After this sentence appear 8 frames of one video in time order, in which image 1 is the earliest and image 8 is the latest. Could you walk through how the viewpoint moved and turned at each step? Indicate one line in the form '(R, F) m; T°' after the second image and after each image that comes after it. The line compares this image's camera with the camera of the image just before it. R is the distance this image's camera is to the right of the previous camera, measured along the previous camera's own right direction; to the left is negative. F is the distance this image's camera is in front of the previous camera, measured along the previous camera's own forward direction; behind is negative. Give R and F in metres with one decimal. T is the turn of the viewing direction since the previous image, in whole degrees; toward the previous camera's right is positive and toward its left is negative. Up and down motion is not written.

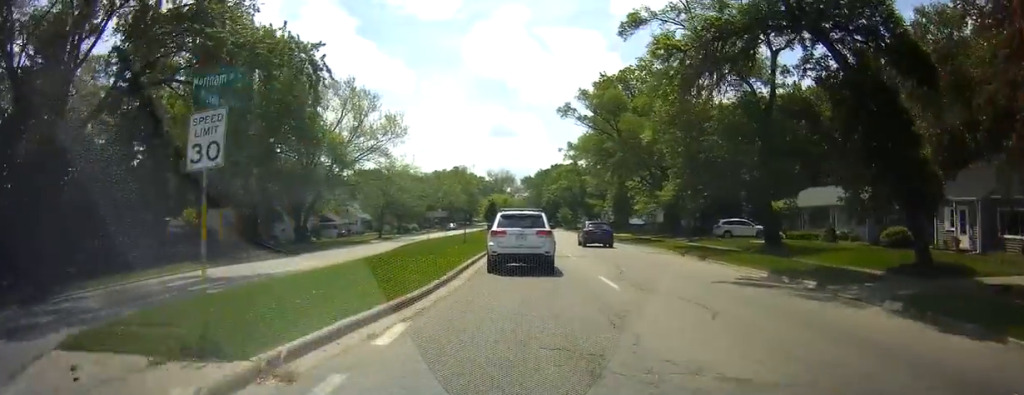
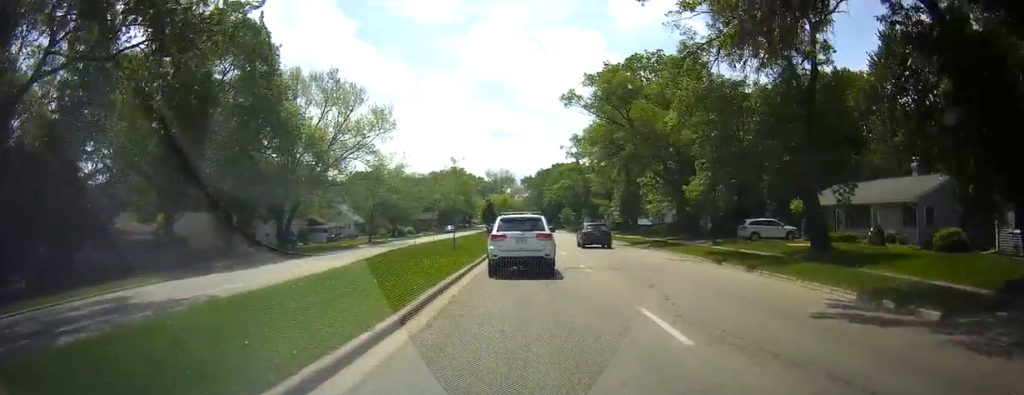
(0.0, +6.2) m; 0°
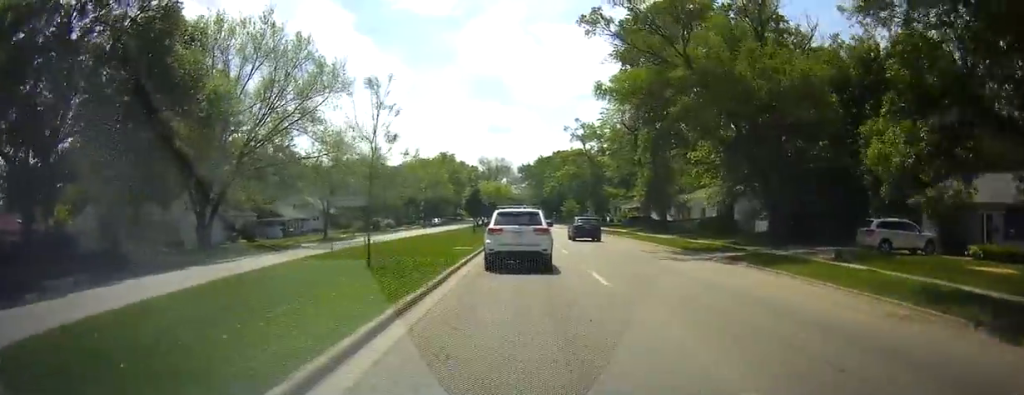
(0.0, +18.2) m; 0°
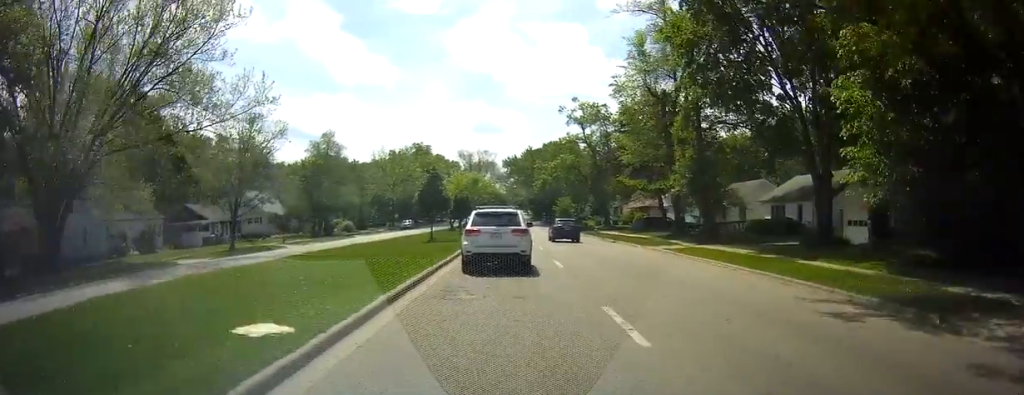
(0.0, +19.9) m; 0°
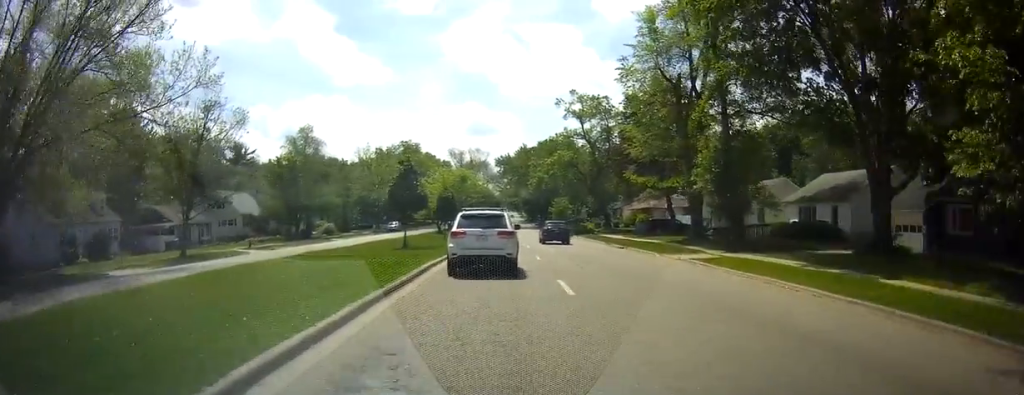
(0.0, +6.8) m; 0°
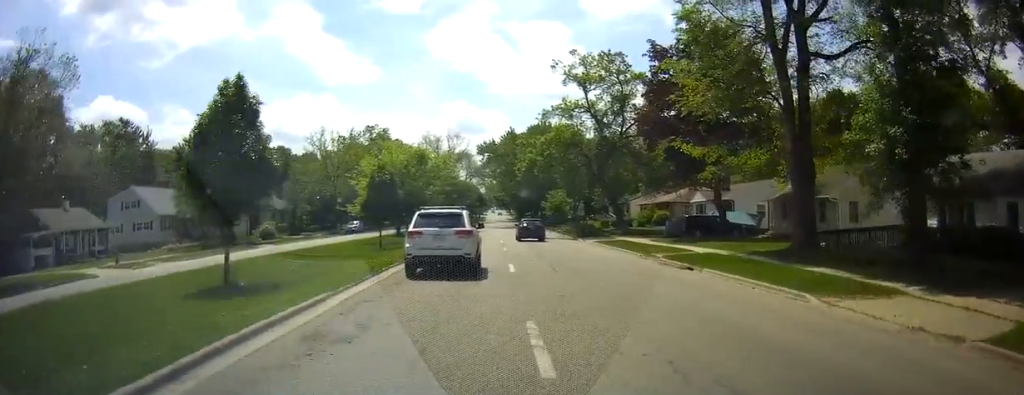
(+0.3, +19.0) m; +2°
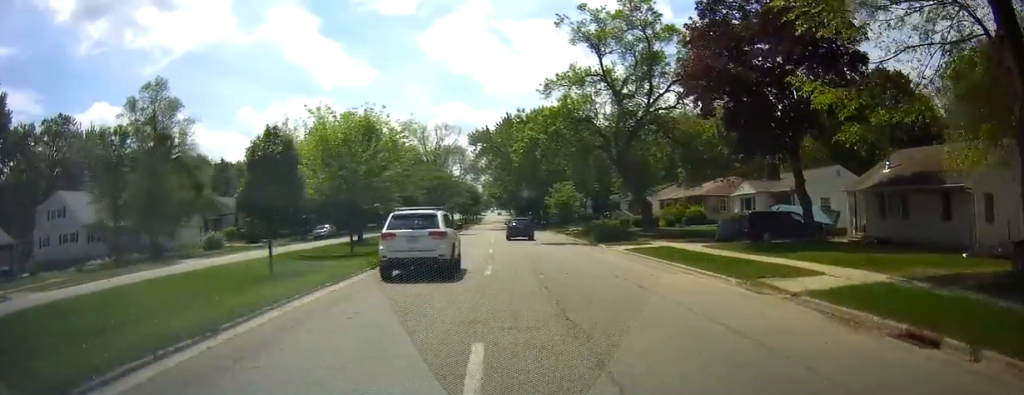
(+0.3, +13.8) m; -1°
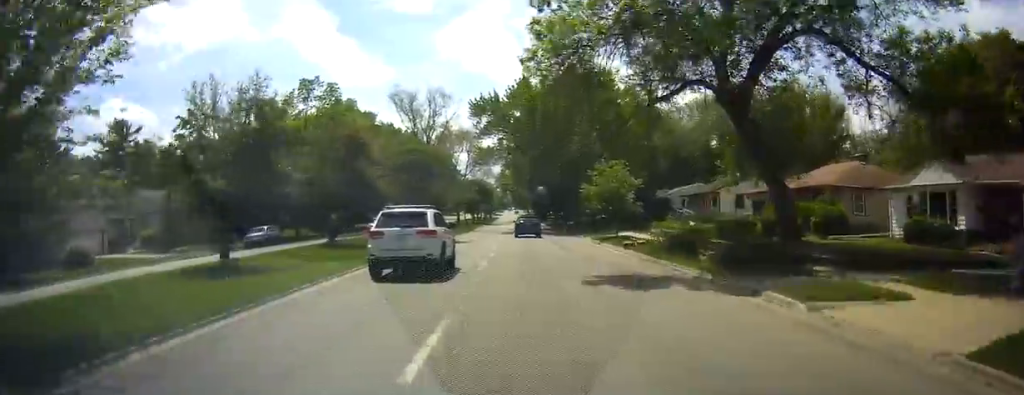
(-0.7, +23.5) m; 0°
